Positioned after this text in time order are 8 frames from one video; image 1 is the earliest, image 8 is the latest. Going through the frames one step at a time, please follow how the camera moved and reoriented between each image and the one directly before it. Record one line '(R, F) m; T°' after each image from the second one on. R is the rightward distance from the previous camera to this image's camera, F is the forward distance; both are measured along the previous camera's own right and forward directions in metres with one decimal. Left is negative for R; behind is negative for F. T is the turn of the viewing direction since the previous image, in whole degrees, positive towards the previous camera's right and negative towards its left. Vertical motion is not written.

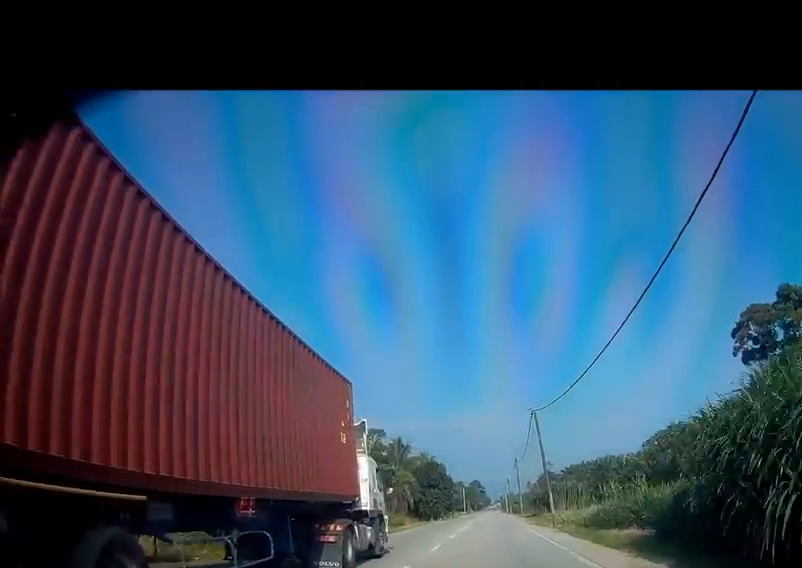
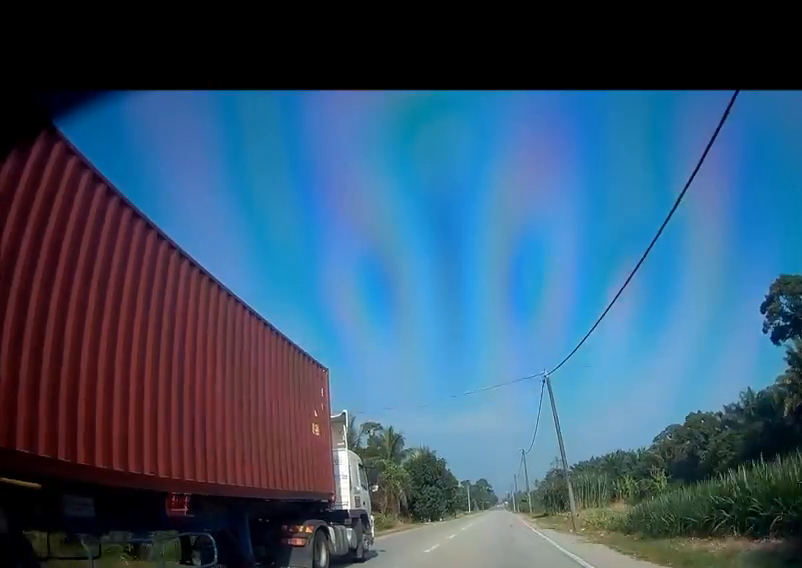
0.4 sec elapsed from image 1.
(+0.1, +8.2) m; 0°
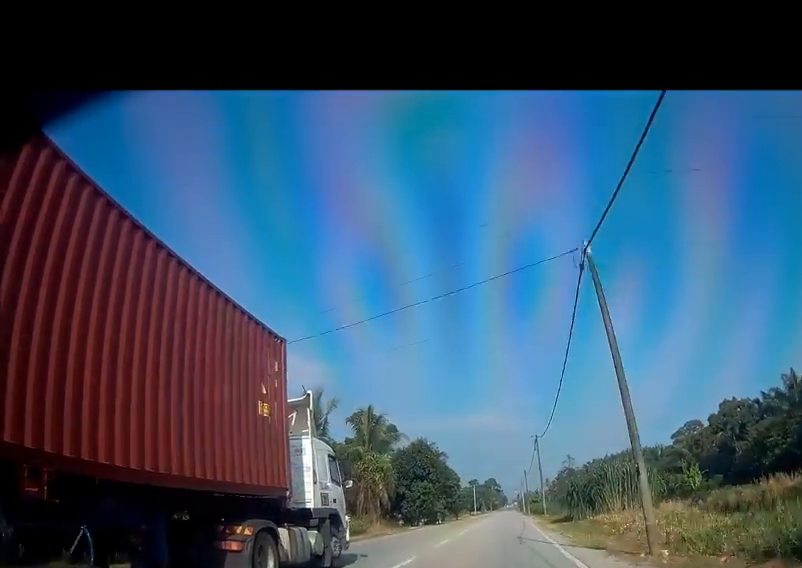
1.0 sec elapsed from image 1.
(-0.1, +12.7) m; -1°
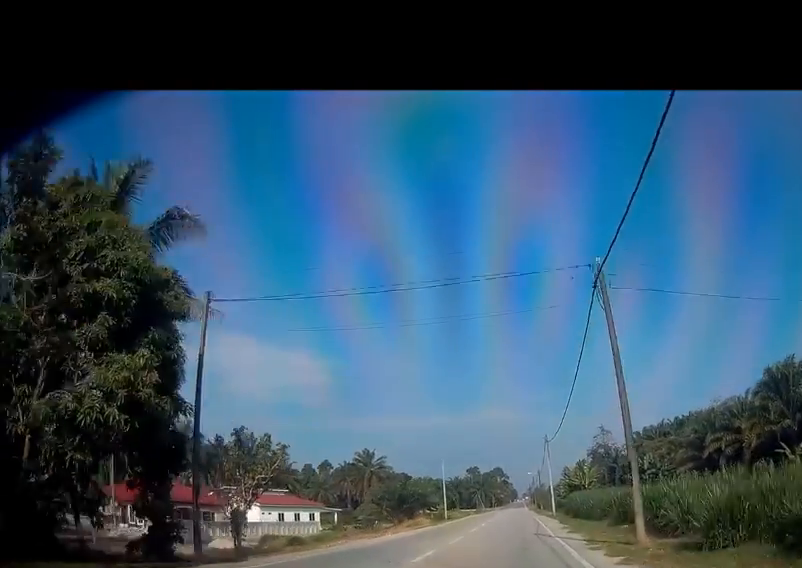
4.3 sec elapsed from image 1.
(-2.2, +74.1) m; -2°
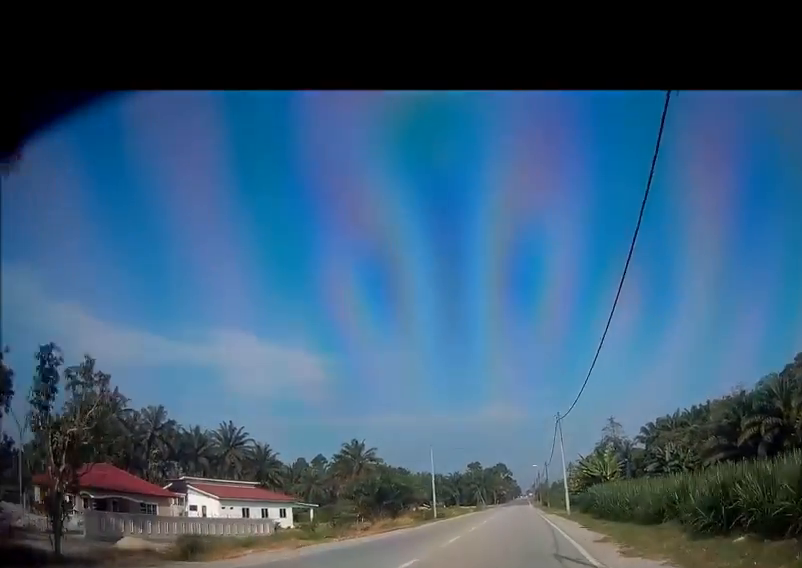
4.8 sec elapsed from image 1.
(0.0, +11.3) m; 0°
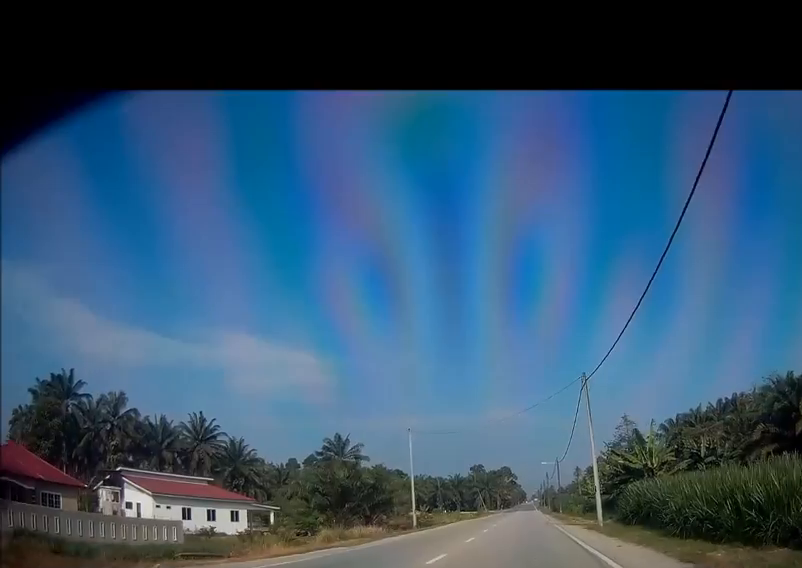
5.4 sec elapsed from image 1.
(0.0, +13.5) m; 0°
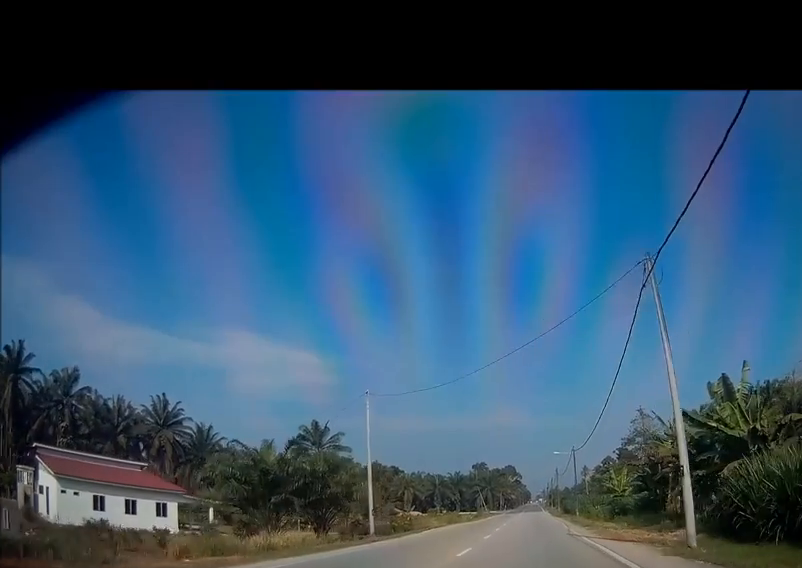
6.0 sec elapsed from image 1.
(0.0, +13.5) m; 0°
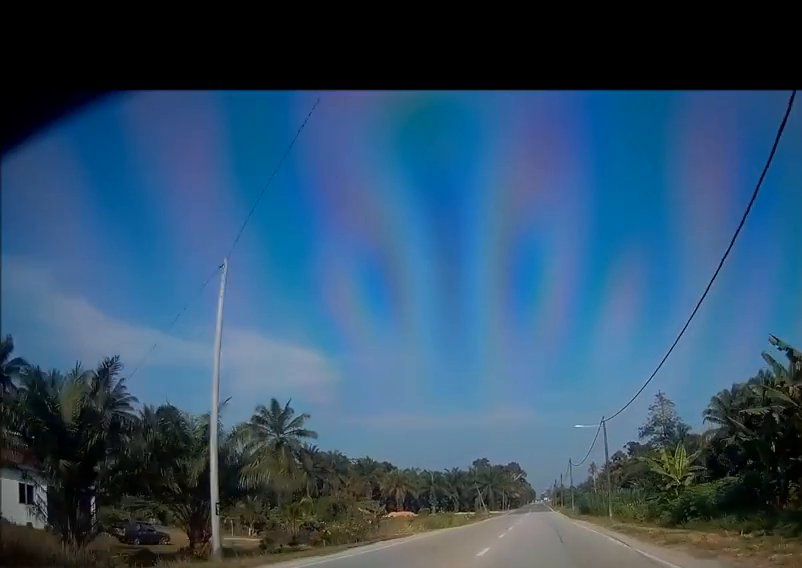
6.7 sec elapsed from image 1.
(0.0, +15.8) m; 0°
